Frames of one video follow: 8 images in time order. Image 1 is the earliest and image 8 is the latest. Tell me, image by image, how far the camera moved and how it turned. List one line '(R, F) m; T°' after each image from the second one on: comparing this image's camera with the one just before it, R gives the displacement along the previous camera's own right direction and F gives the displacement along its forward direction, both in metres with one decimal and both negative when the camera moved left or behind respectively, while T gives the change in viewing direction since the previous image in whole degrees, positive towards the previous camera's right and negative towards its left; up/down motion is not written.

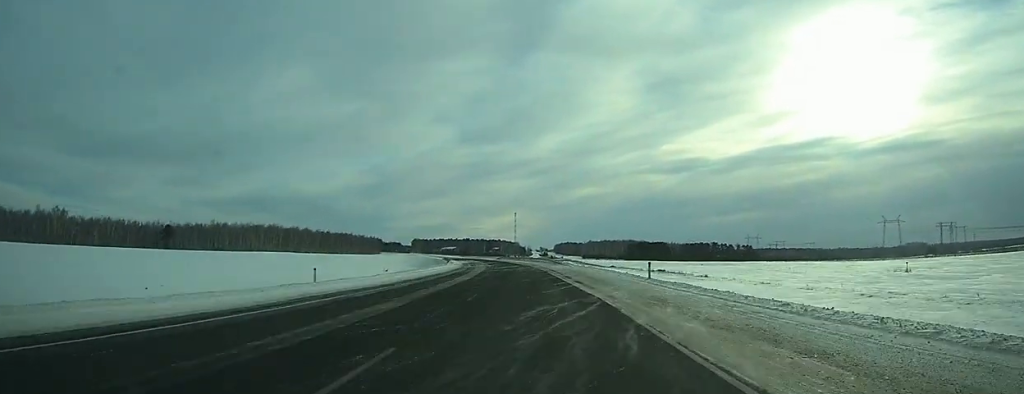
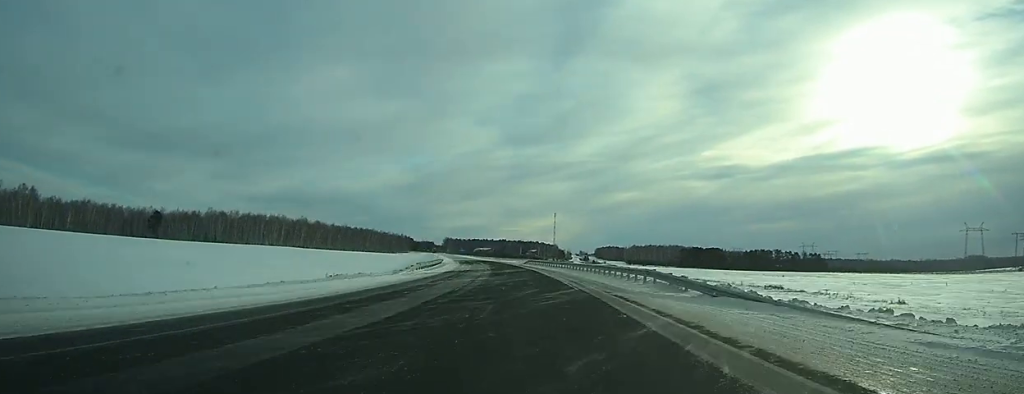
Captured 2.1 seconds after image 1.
(-0.8, +52.2) m; -3°
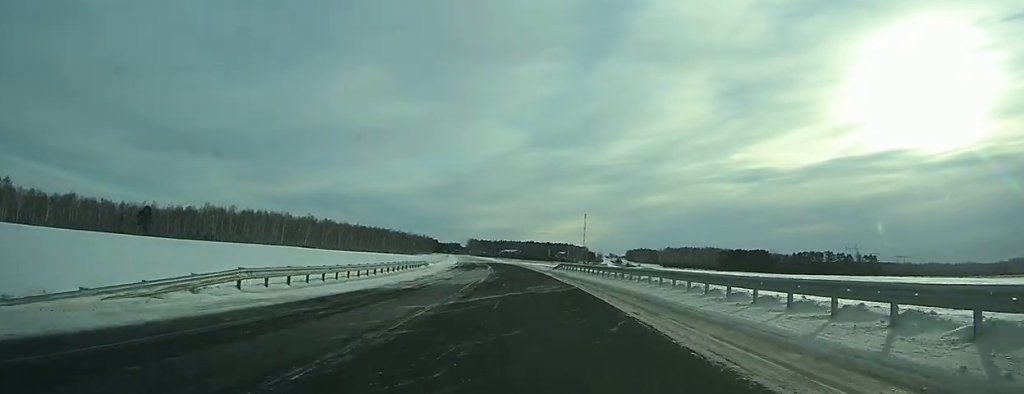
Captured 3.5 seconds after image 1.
(-0.9, +34.9) m; -3°
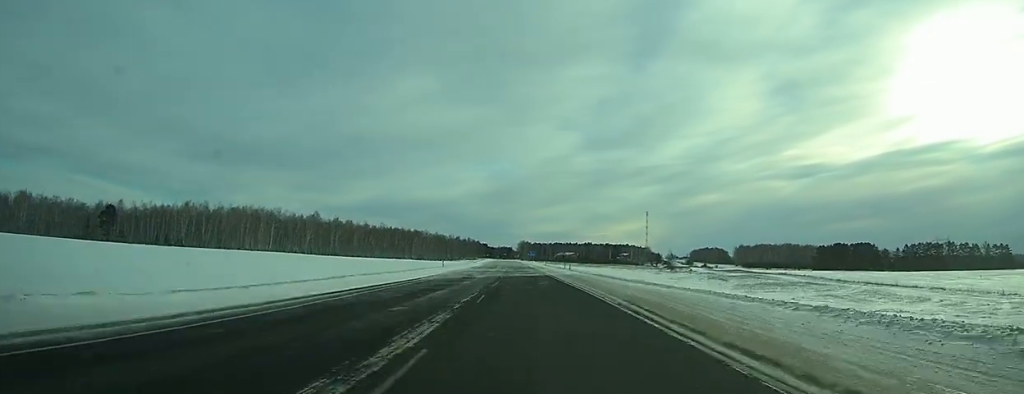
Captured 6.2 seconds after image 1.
(-3.0, +68.2) m; -5°
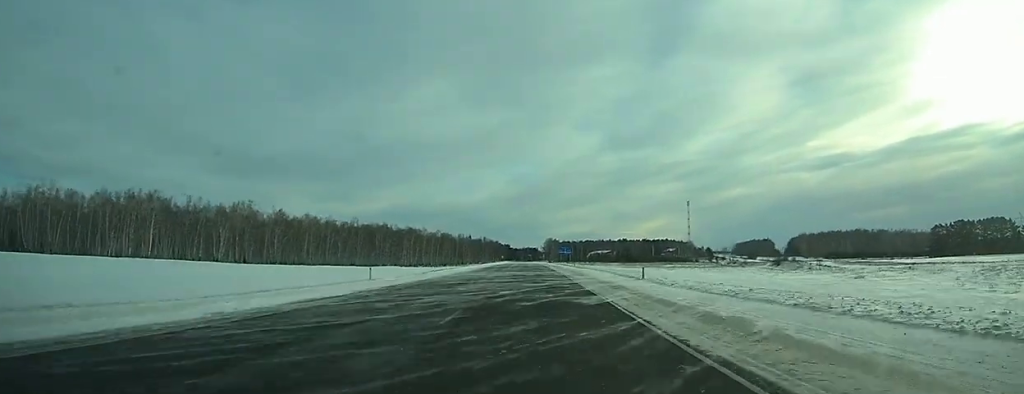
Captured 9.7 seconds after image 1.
(-3.8, +88.1) m; -4°
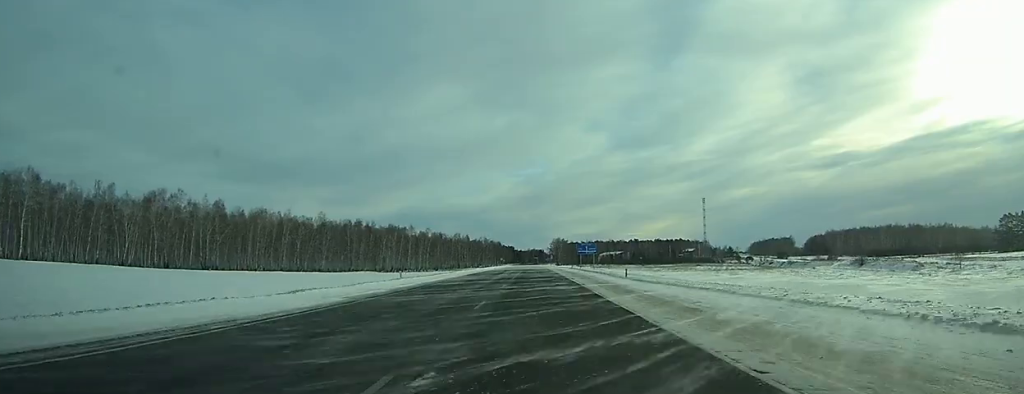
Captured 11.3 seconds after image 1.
(-0.4, +43.1) m; -1°
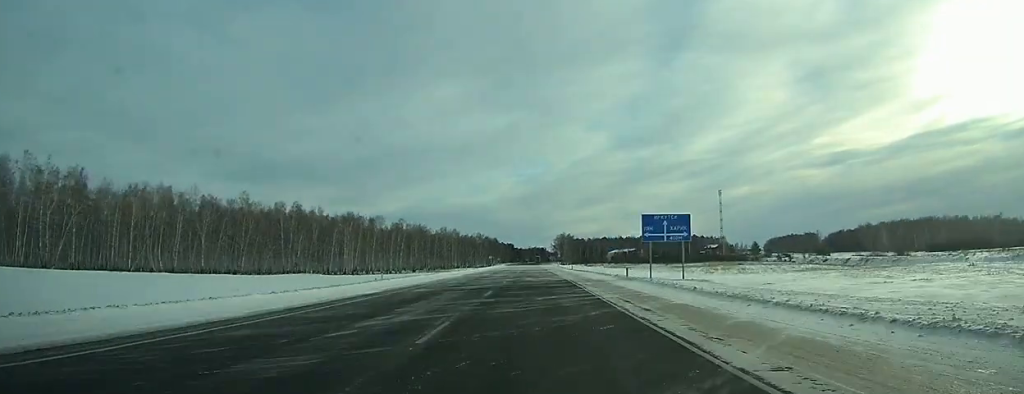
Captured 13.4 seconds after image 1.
(-0.2, +53.8) m; 0°
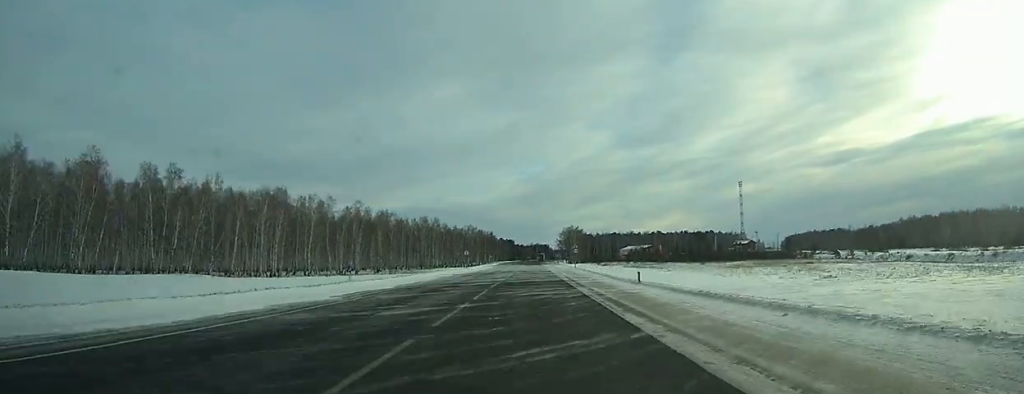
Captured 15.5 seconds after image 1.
(-0.1, +54.0) m; 0°
